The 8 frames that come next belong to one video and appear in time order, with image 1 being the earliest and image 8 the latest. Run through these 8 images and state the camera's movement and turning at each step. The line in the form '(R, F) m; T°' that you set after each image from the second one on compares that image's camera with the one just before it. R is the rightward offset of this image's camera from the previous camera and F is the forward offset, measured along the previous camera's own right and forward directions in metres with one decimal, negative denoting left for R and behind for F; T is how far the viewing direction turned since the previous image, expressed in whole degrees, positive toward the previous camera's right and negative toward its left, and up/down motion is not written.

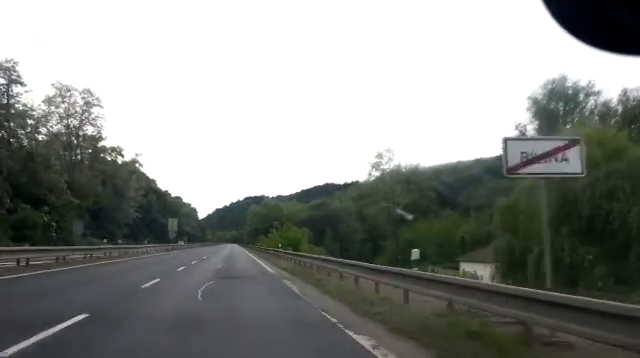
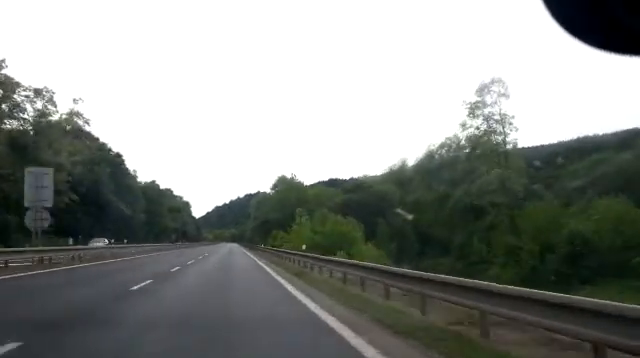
(-0.9, +40.5) m; -1°
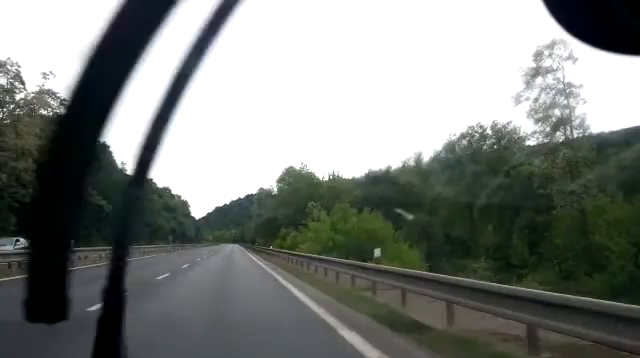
(0.0, +10.9) m; 0°
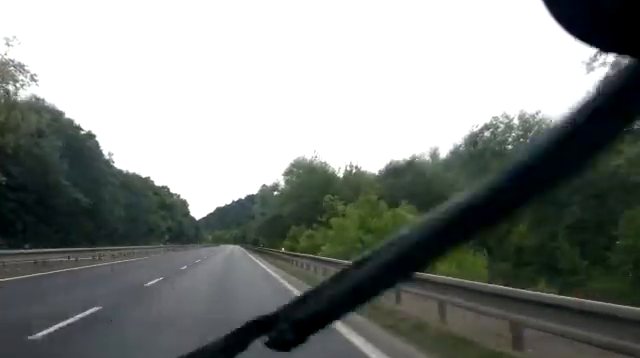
(-0.1, +9.7) m; 0°
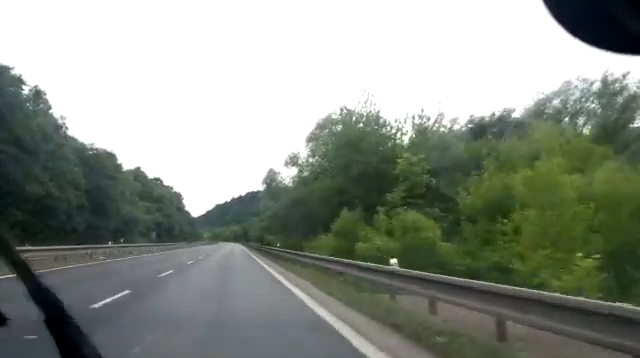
(-0.1, +21.5) m; 0°
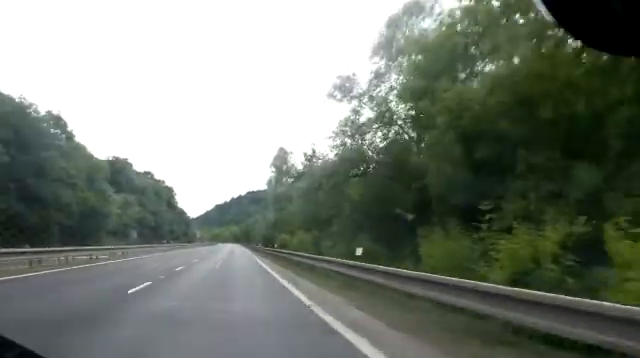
(+0.1, +22.4) m; 0°
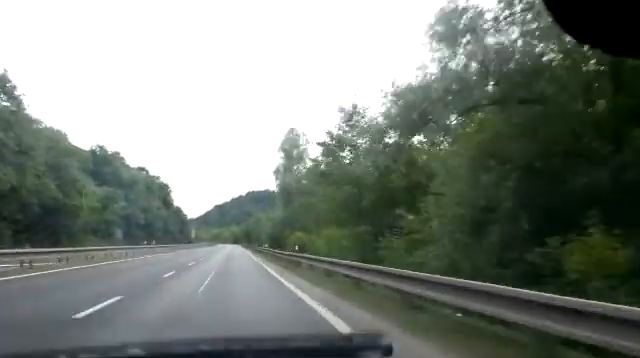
(-0.2, +12.8) m; 0°
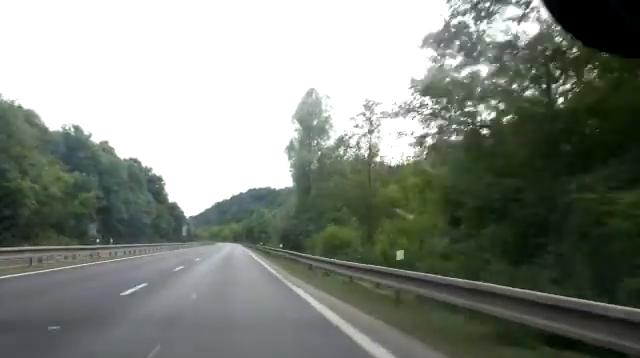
(+0.3, +14.9) m; -1°
